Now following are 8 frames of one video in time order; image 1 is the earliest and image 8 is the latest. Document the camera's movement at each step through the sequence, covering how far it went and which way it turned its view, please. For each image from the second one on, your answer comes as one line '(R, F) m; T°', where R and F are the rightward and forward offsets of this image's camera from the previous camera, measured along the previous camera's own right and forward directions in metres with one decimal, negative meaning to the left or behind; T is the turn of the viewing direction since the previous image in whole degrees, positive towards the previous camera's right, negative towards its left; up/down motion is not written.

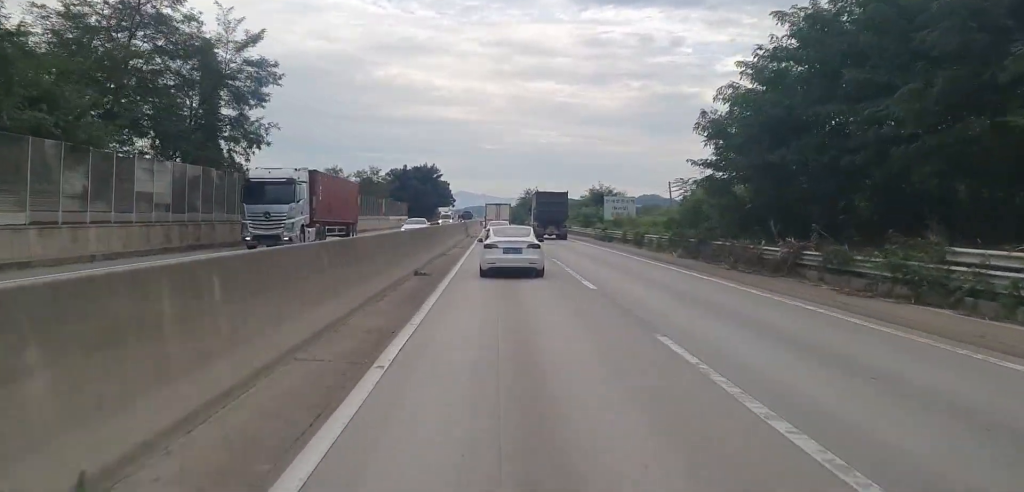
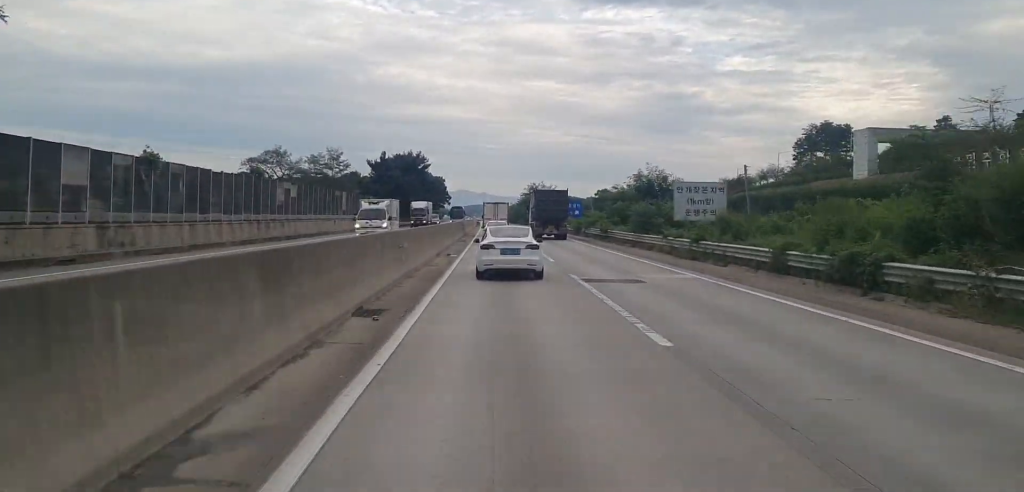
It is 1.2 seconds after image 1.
(+0.1, +26.9) m; +1°
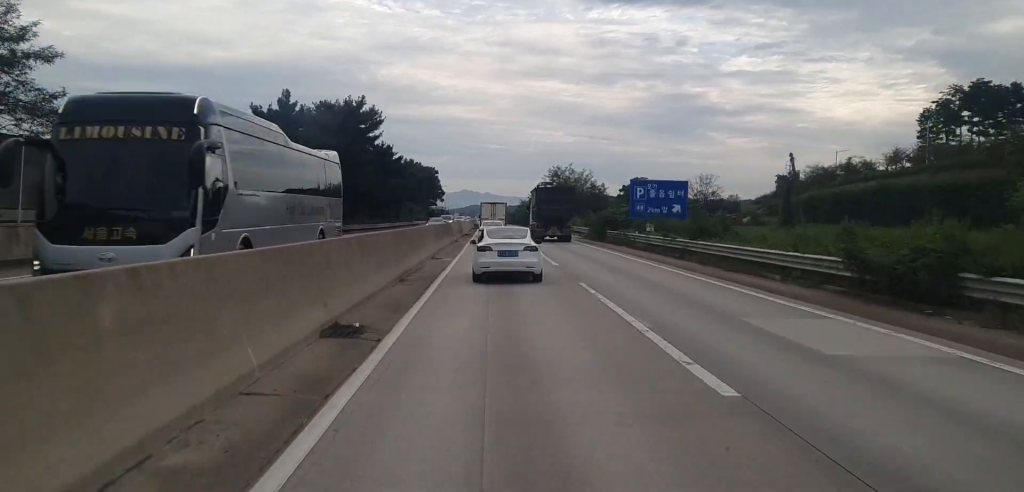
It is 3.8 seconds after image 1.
(-0.2, +65.4) m; 0°
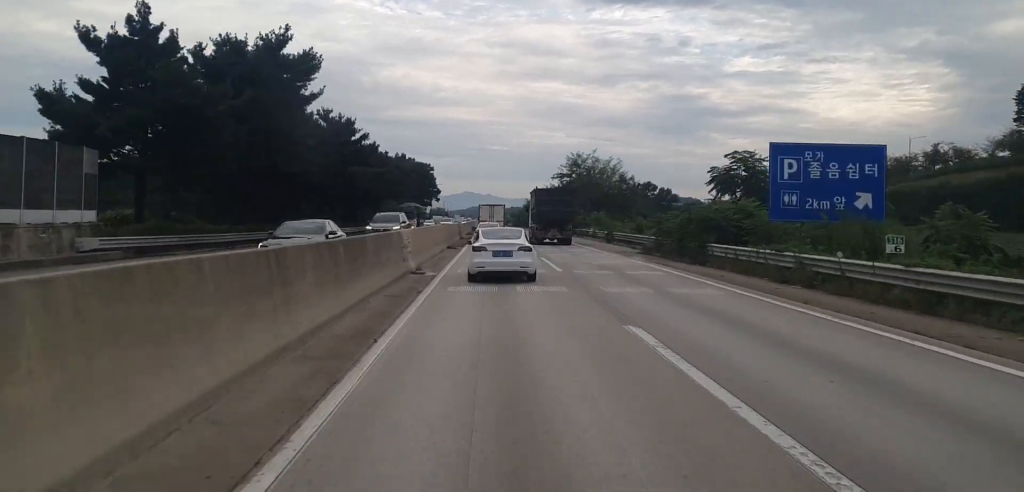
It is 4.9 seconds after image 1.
(+0.2, +28.0) m; +1°
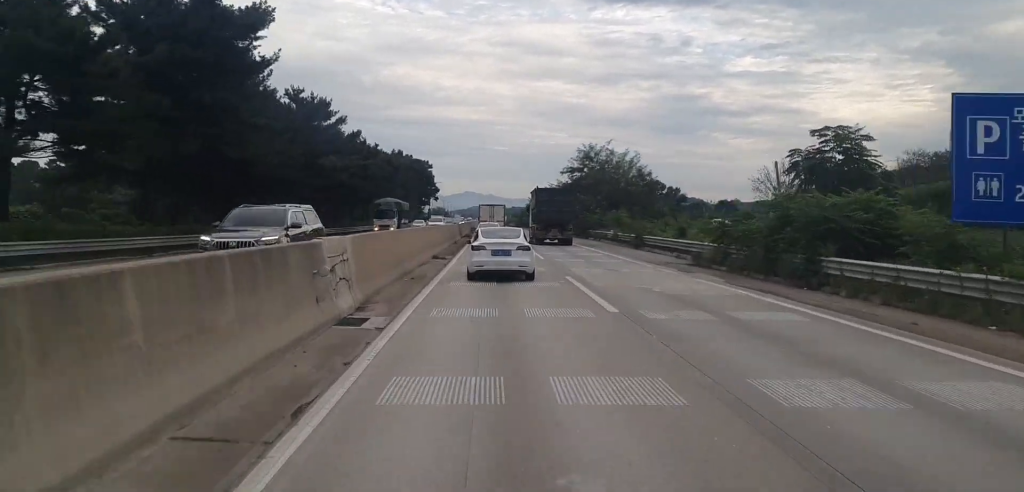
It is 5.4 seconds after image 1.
(+0.2, +11.0) m; 0°
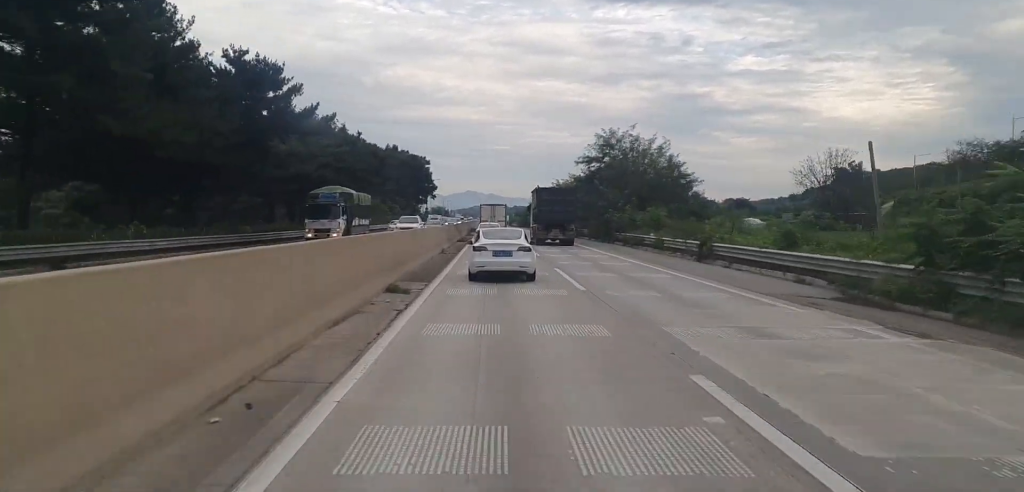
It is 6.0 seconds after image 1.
(-0.1, +13.6) m; 0°
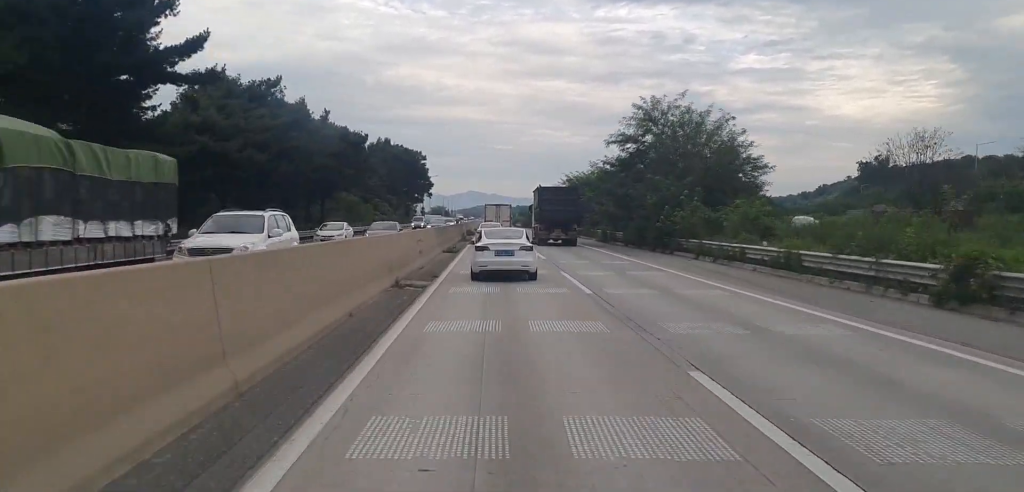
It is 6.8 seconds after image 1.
(-0.1, +17.3) m; 0°
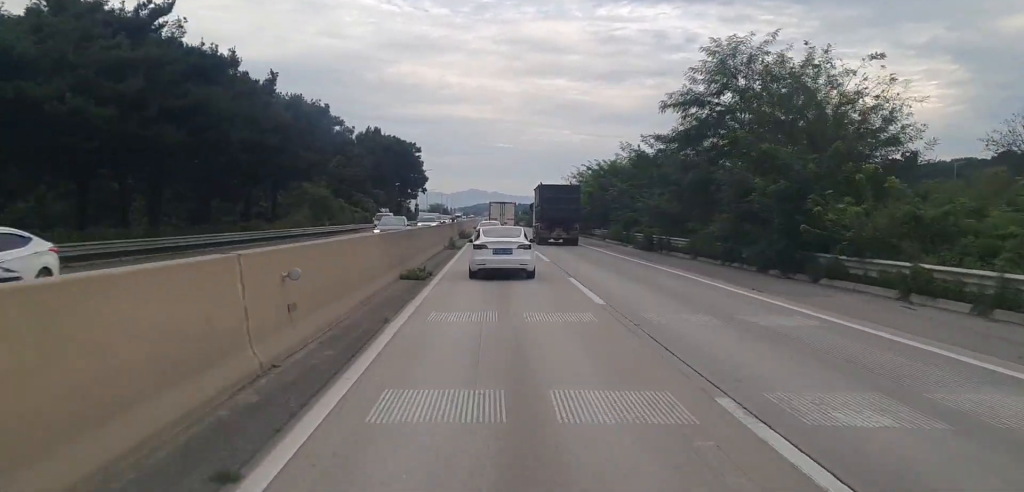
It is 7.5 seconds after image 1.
(0.0, +16.7) m; 0°
